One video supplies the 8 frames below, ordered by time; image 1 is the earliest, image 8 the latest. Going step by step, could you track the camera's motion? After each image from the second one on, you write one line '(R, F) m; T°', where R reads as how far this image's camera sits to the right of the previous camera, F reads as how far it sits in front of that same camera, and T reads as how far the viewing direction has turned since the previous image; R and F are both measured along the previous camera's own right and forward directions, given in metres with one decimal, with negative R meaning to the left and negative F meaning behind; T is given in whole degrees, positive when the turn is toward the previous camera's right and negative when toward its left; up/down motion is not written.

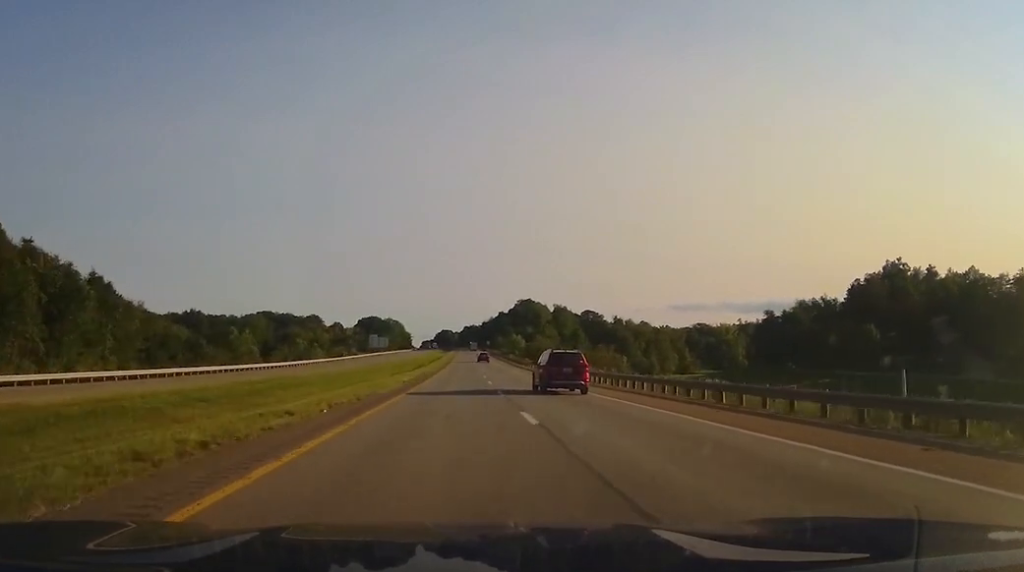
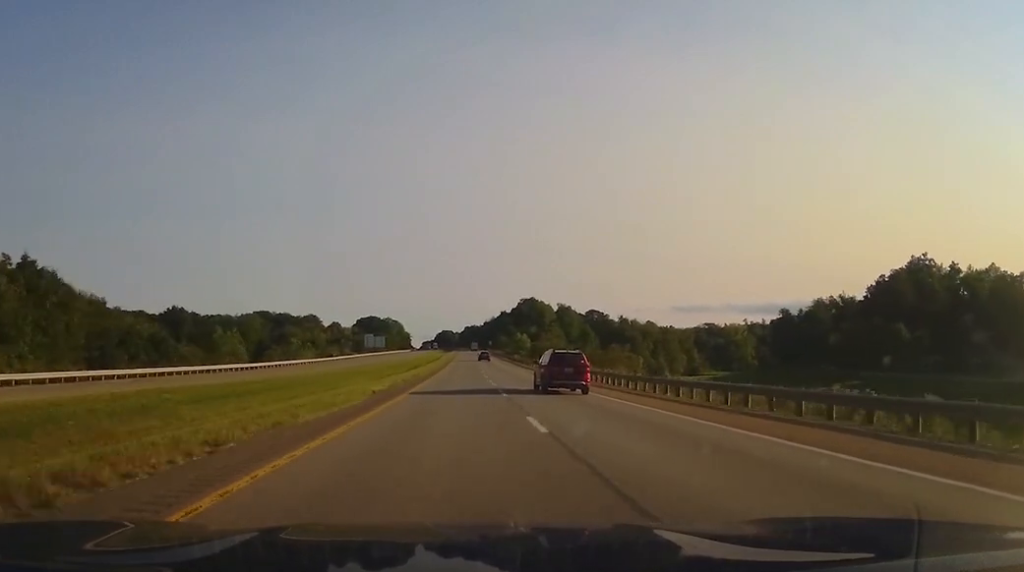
(0.0, +13.6) m; 0°
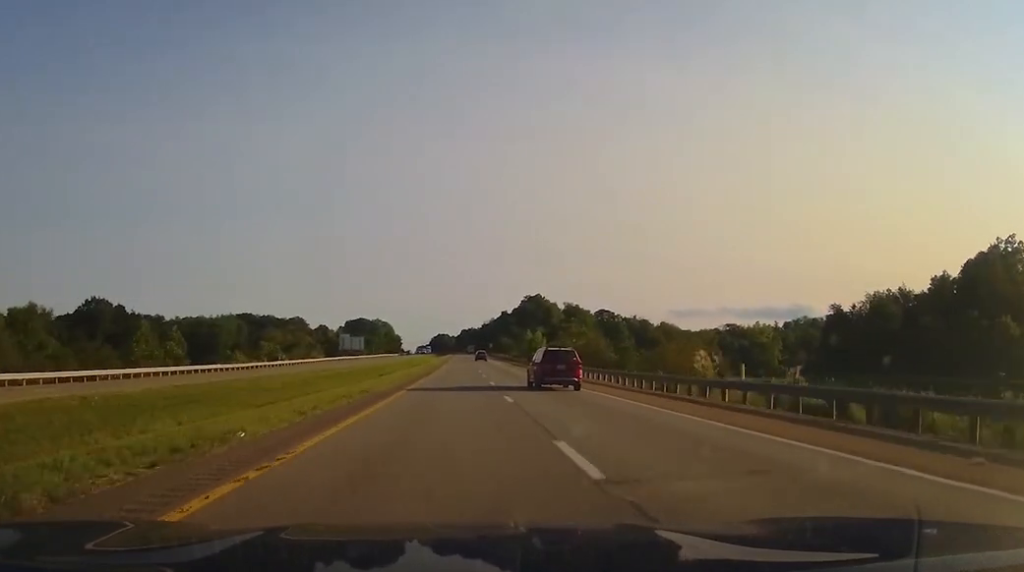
(-0.2, +42.1) m; -1°
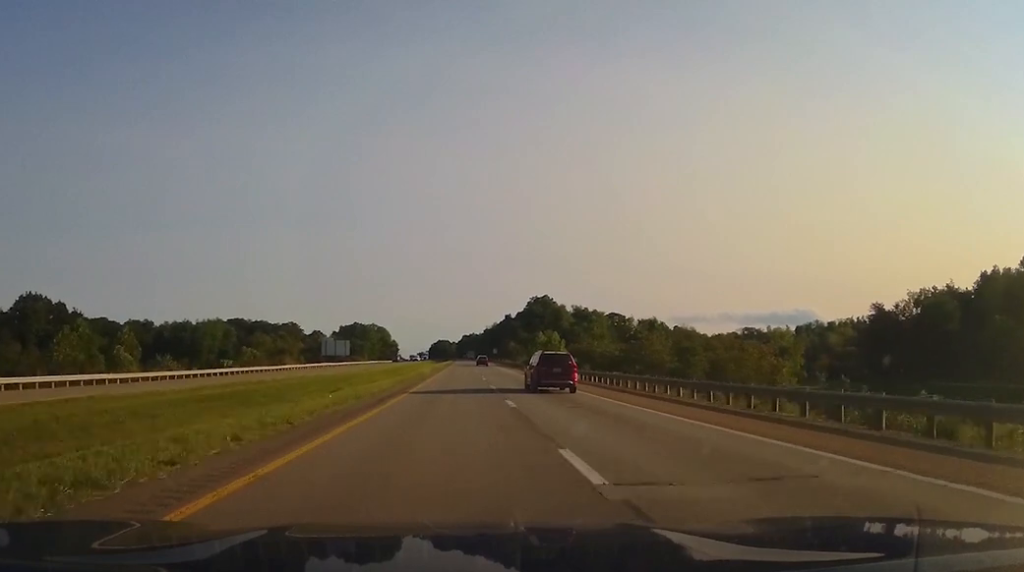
(-0.1, +25.4) m; 0°
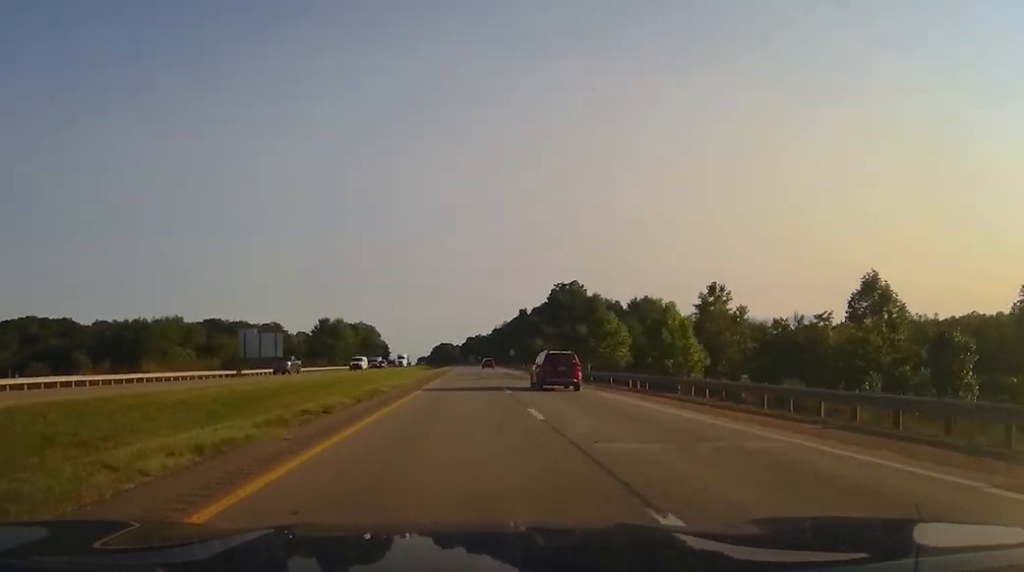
(+0.4, +65.3) m; +1°
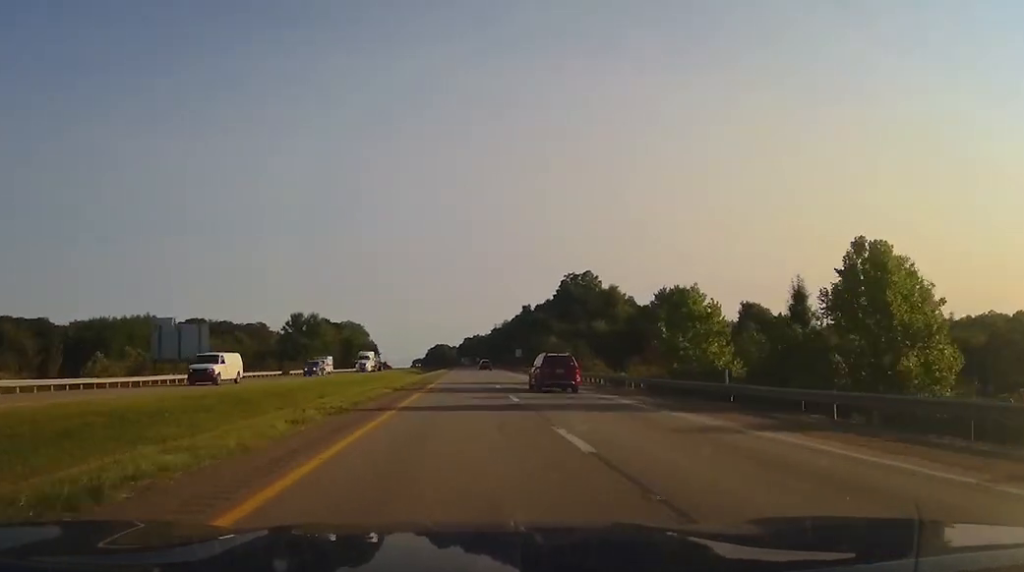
(+0.2, +29.3) m; 0°
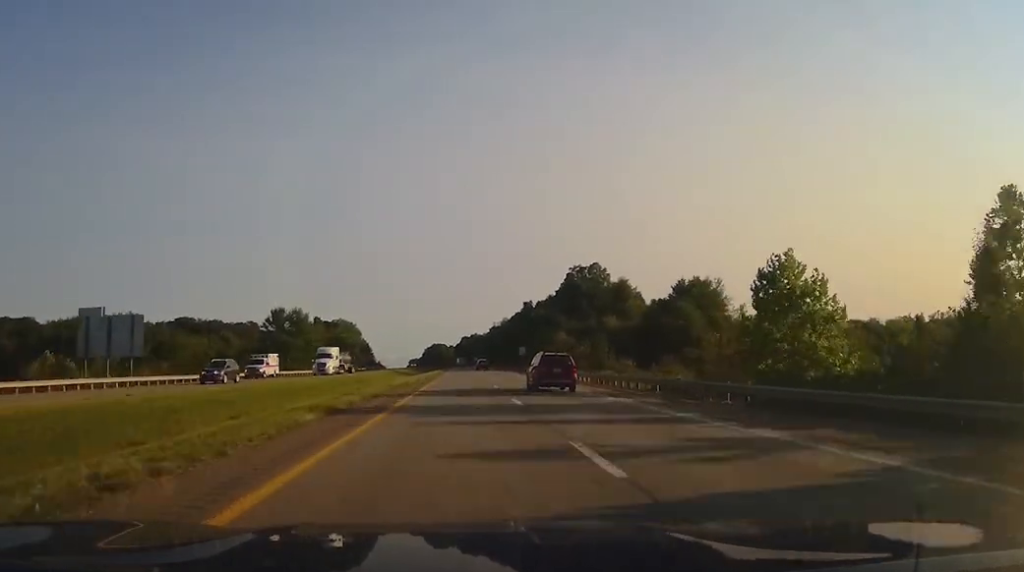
(0.0, +15.3) m; 0°
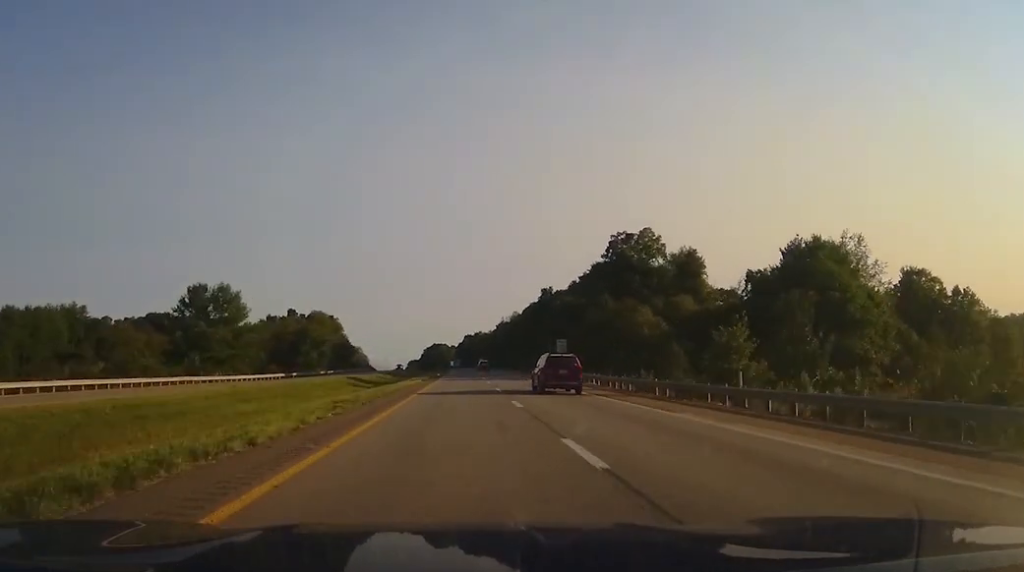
(0.0, +49.6) m; 0°
